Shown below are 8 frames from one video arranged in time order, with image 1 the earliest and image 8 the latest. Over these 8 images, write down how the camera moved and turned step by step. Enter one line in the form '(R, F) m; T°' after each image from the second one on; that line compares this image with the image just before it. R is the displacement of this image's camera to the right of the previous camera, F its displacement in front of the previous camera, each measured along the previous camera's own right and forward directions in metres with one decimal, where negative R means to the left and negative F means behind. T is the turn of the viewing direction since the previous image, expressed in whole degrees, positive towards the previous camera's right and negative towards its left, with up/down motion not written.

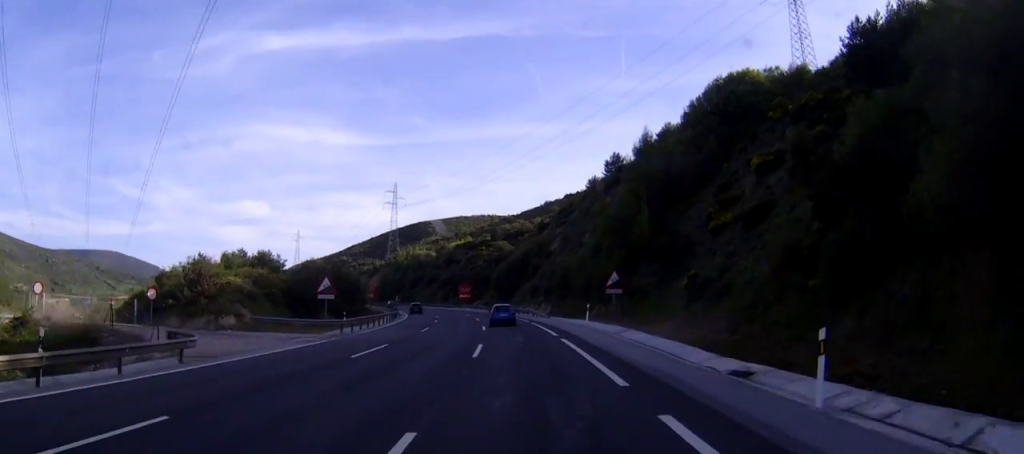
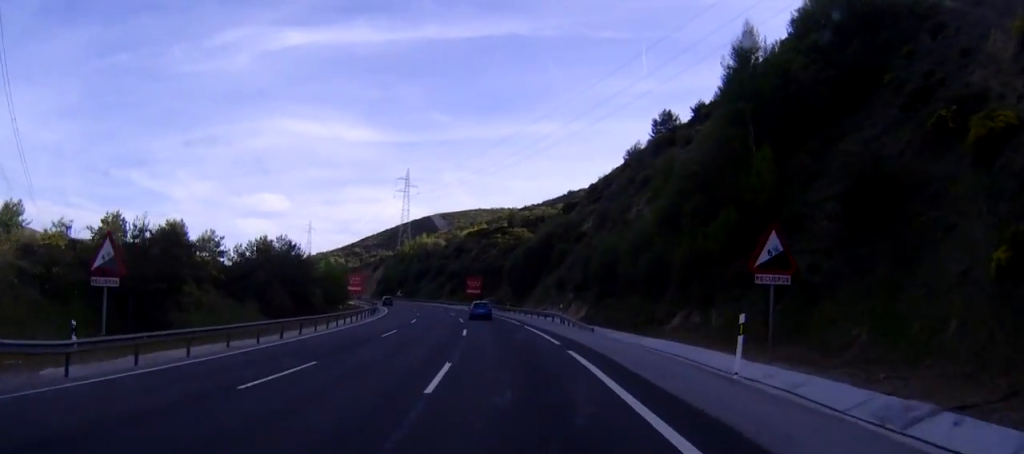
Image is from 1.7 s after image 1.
(-0.6, +30.6) m; -2°
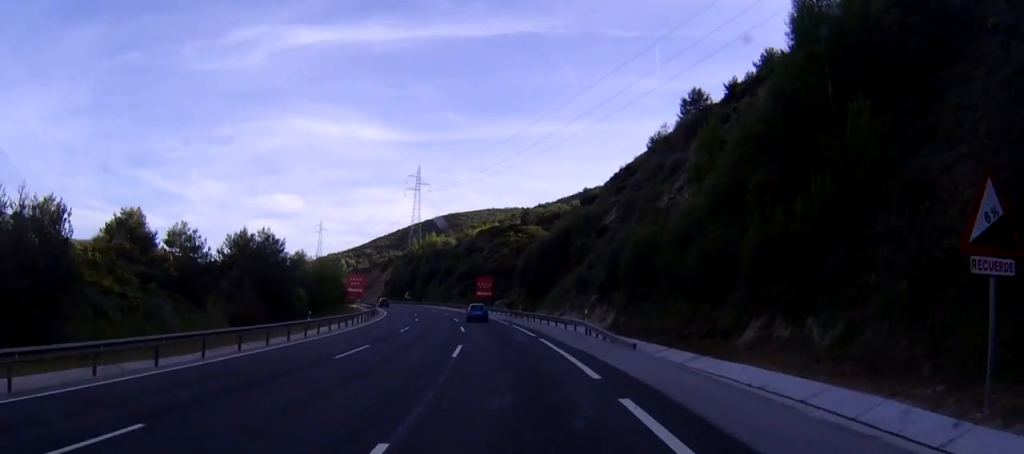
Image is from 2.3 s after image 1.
(0.0, +10.6) m; -2°
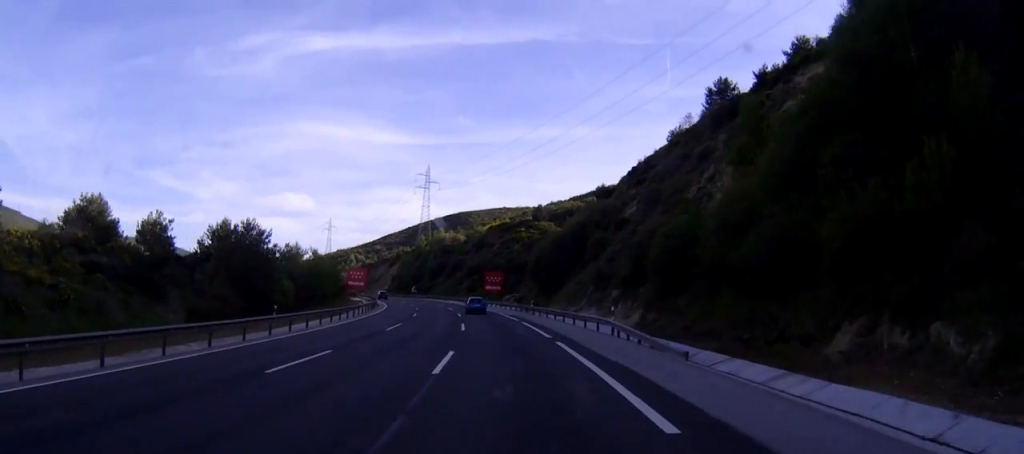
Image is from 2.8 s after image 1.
(0.0, +7.7) m; -1°
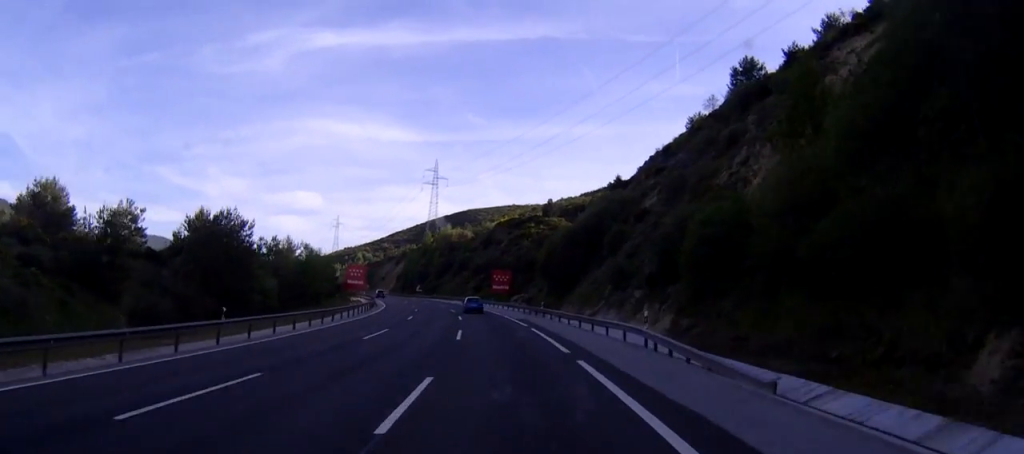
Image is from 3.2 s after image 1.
(-0.2, +7.1) m; -1°
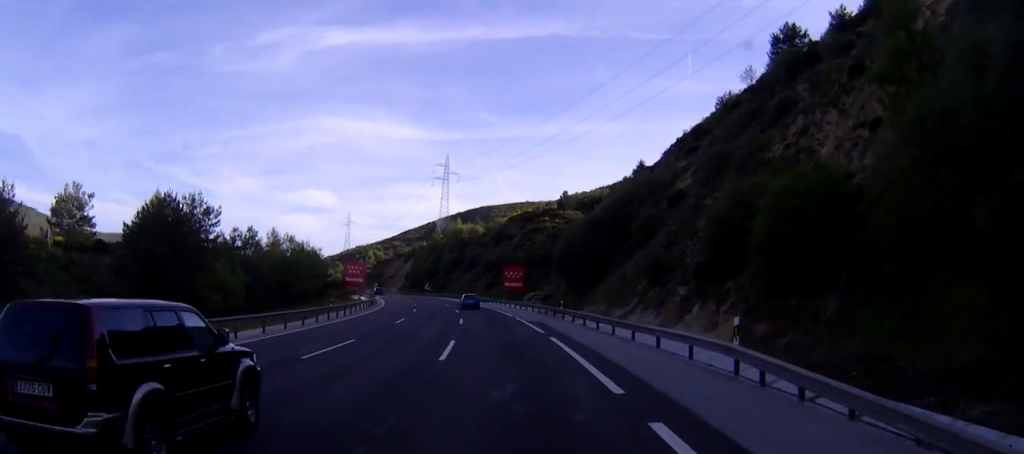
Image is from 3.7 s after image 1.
(-0.2, +10.0) m; -1°
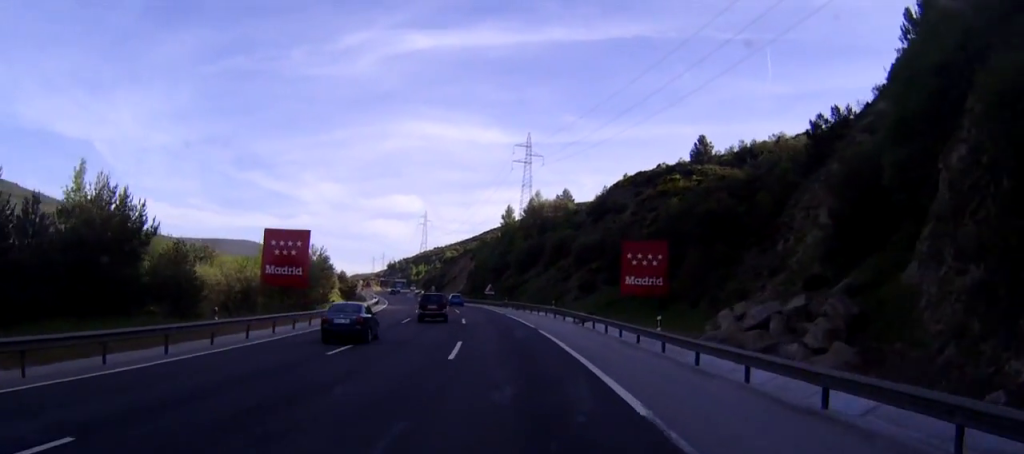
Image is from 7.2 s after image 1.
(-3.4, +60.6) m; -7°
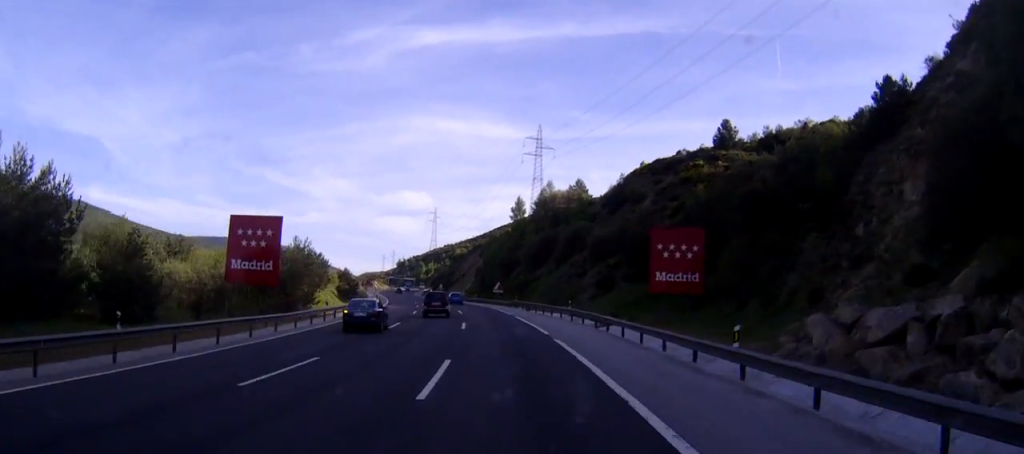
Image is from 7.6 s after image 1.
(-0.2, +7.7) m; -1°
